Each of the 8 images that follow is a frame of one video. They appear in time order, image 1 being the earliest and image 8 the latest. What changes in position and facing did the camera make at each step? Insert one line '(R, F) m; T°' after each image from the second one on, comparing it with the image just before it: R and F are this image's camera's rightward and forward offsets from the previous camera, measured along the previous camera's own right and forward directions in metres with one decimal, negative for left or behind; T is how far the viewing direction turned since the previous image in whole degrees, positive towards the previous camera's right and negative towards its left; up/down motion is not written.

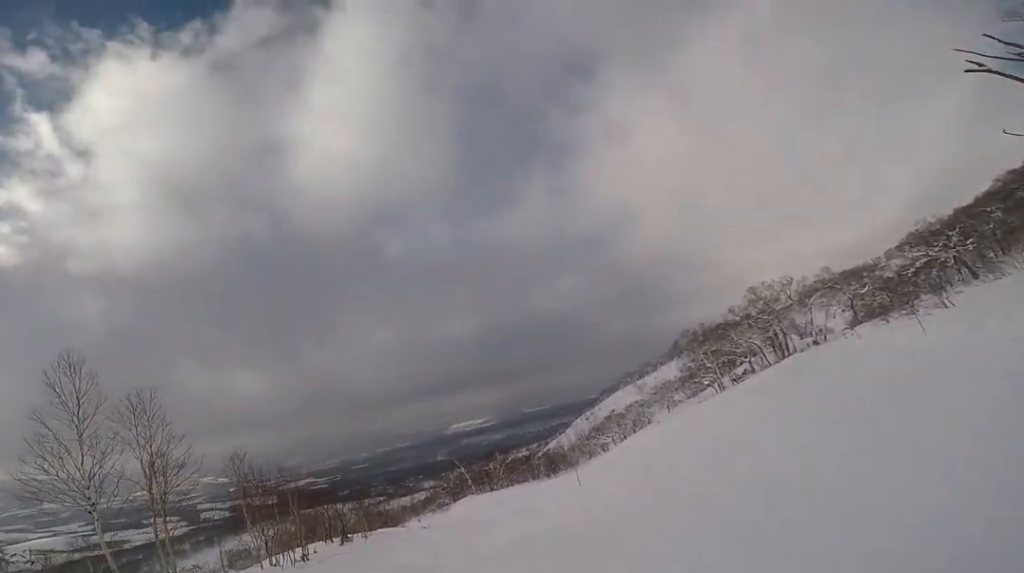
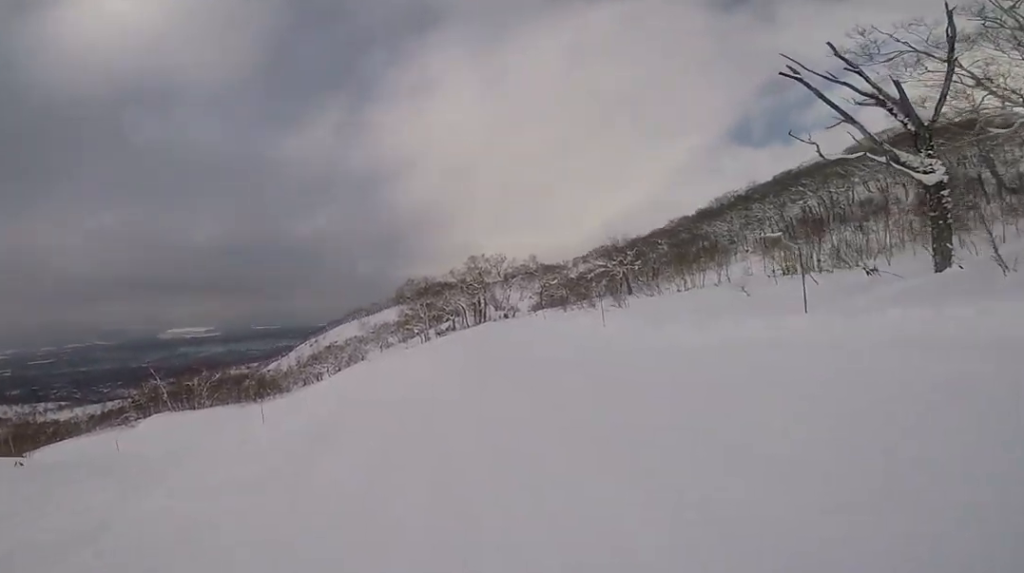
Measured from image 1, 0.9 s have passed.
(0.0, +5.6) m; 0°
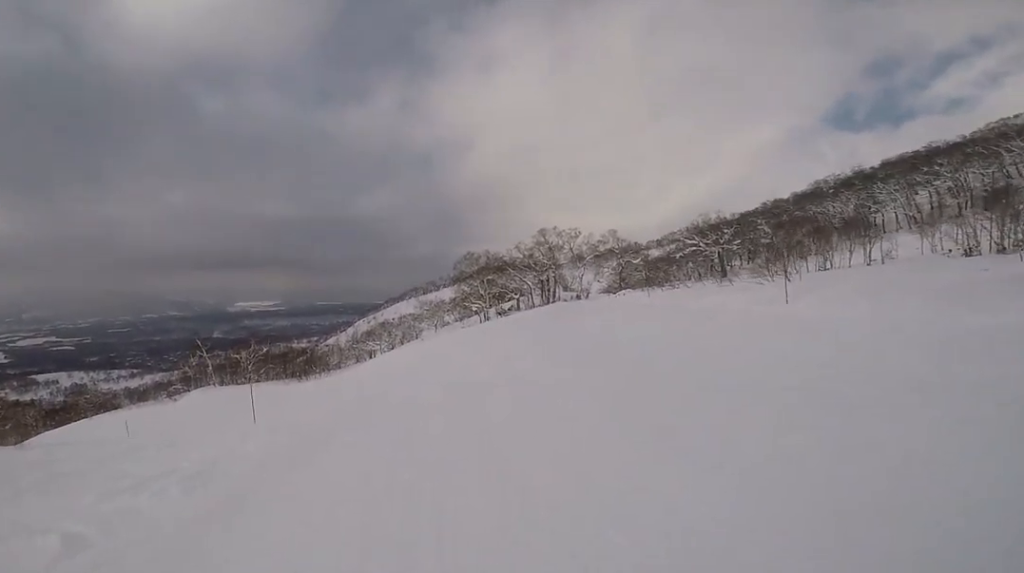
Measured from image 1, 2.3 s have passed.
(0.0, +9.0) m; 0°
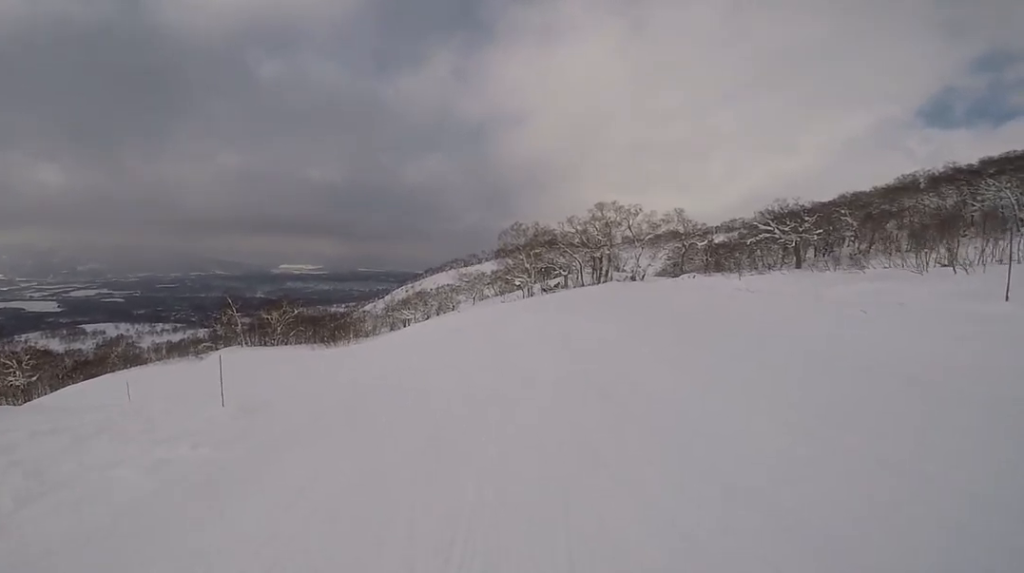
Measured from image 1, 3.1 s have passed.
(0.0, +5.3) m; 0°
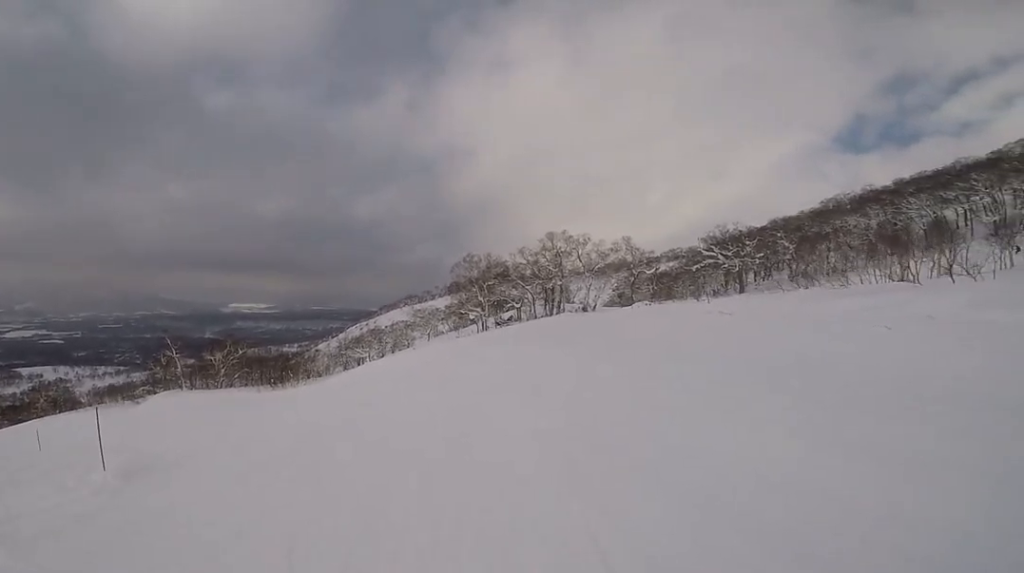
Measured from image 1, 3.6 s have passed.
(0.0, +3.1) m; 0°
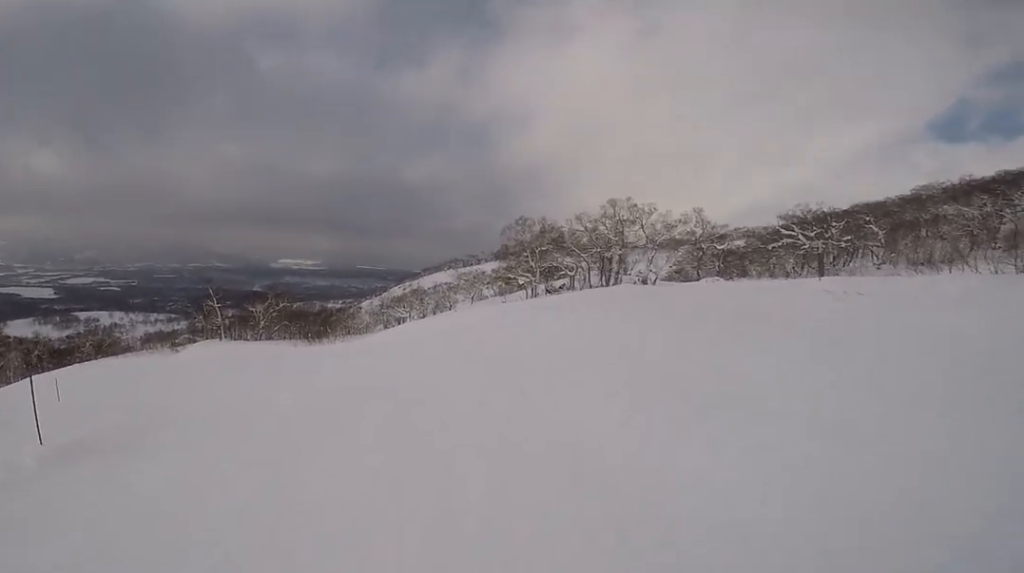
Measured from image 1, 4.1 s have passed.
(0.0, +3.5) m; 0°
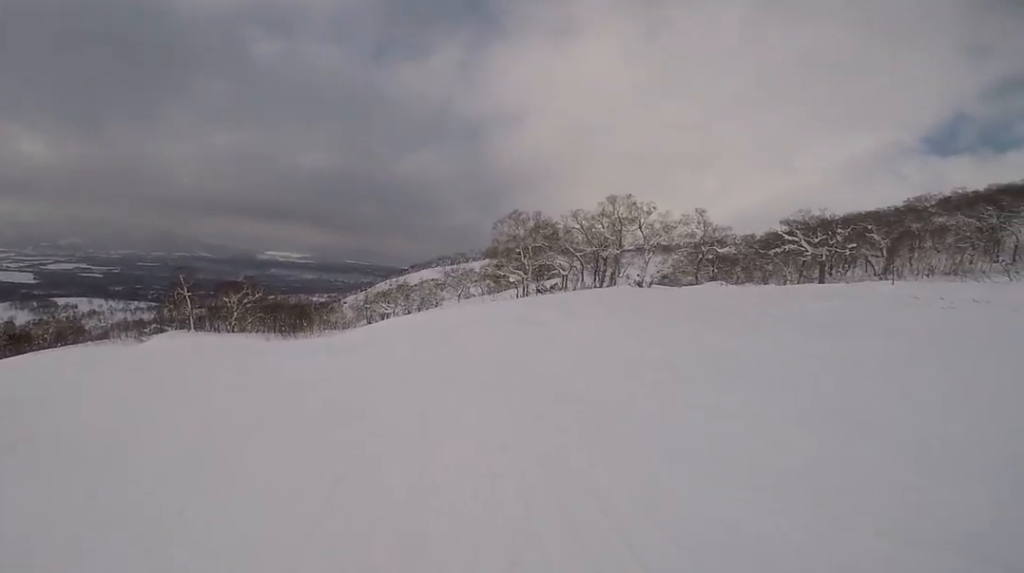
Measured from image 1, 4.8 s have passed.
(0.0, +4.6) m; 0°
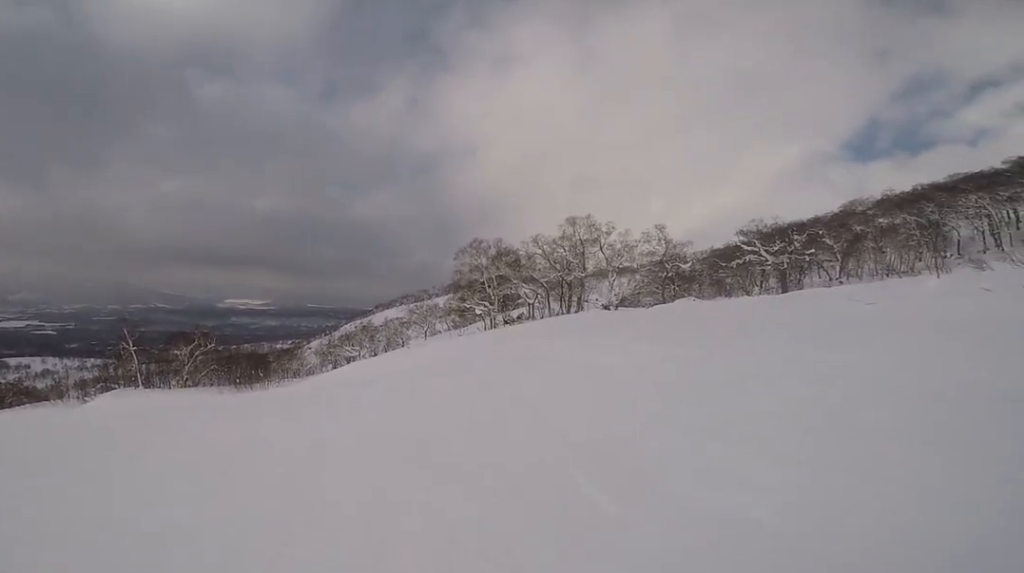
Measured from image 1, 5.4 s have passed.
(0.0, +3.9) m; 0°
